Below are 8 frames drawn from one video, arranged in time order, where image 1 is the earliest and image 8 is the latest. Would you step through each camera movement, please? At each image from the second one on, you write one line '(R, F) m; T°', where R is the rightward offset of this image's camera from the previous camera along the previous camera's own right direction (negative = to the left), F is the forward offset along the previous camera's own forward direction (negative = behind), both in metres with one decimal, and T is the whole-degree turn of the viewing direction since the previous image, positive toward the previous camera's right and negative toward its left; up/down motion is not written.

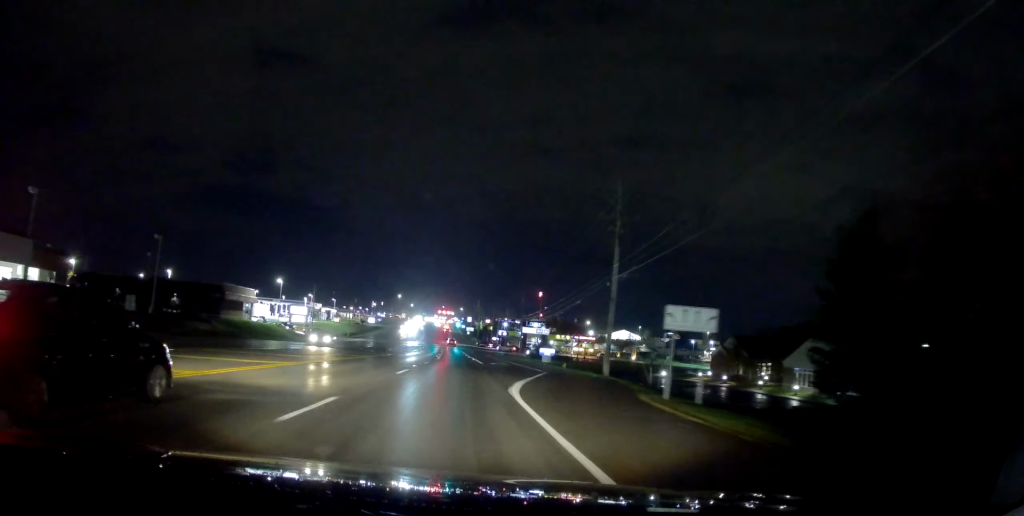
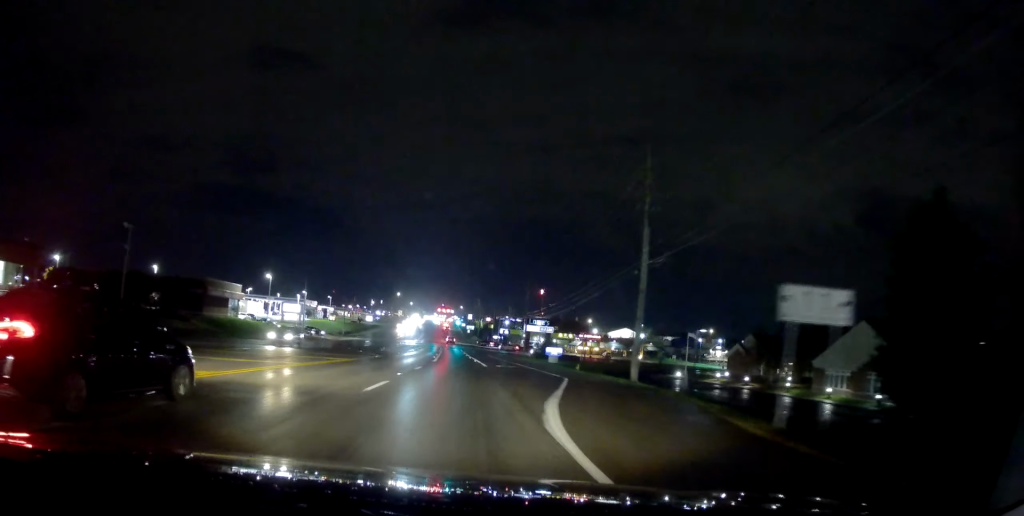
(+0.1, +7.0) m; +1°
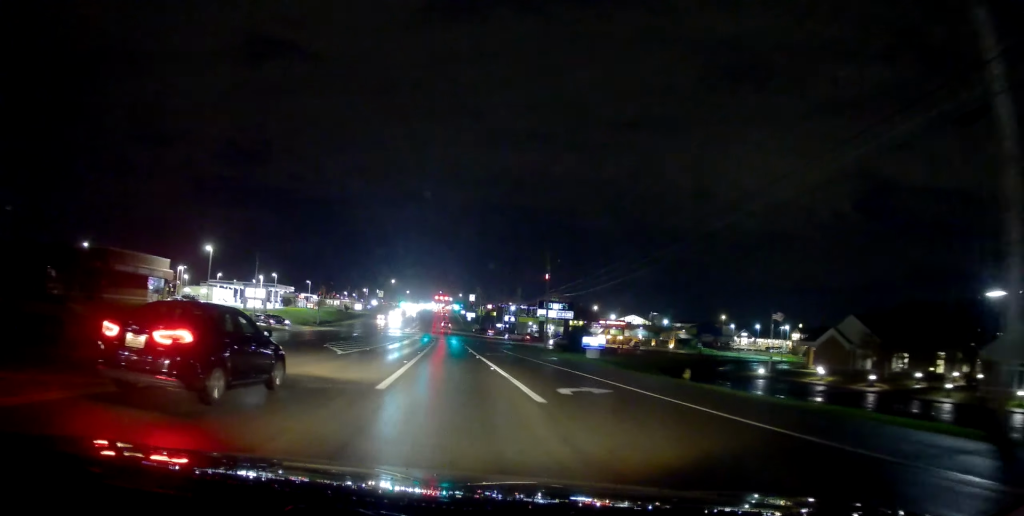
(0.0, +27.7) m; 0°
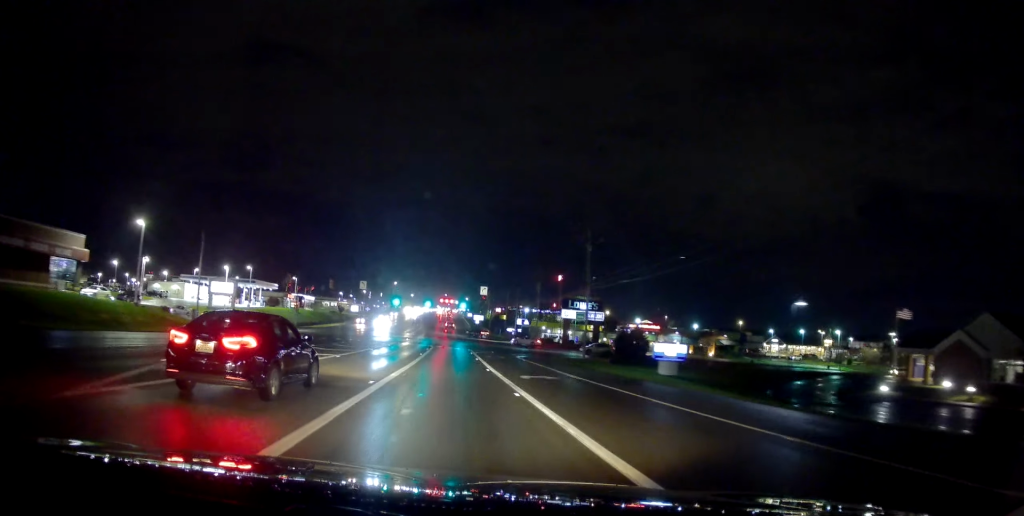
(+0.1, +21.4) m; 0°
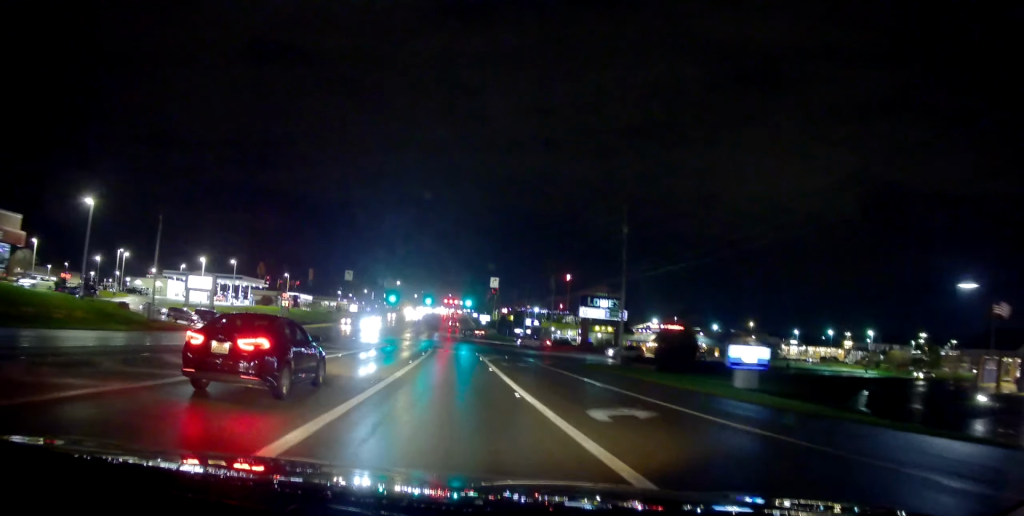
(0.0, +11.4) m; -1°
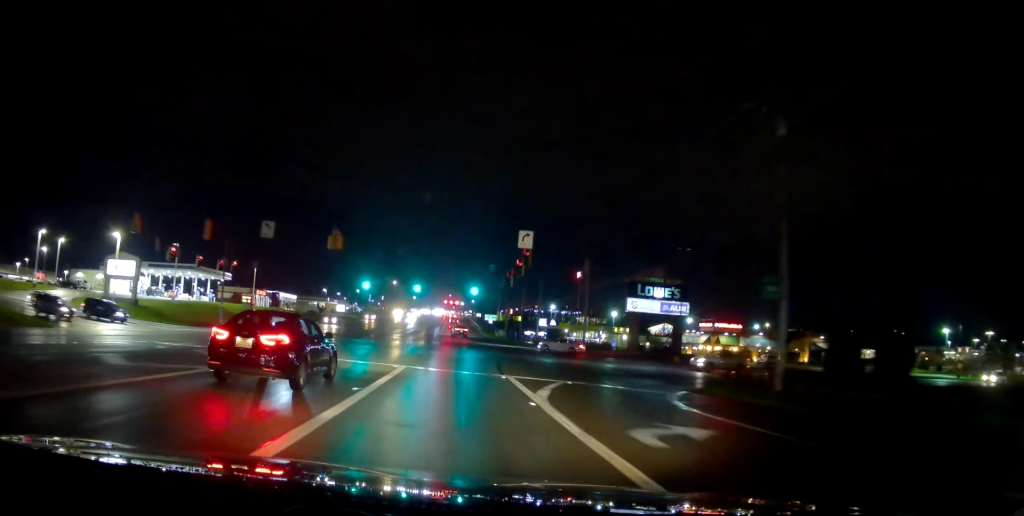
(-0.2, +25.9) m; 0°
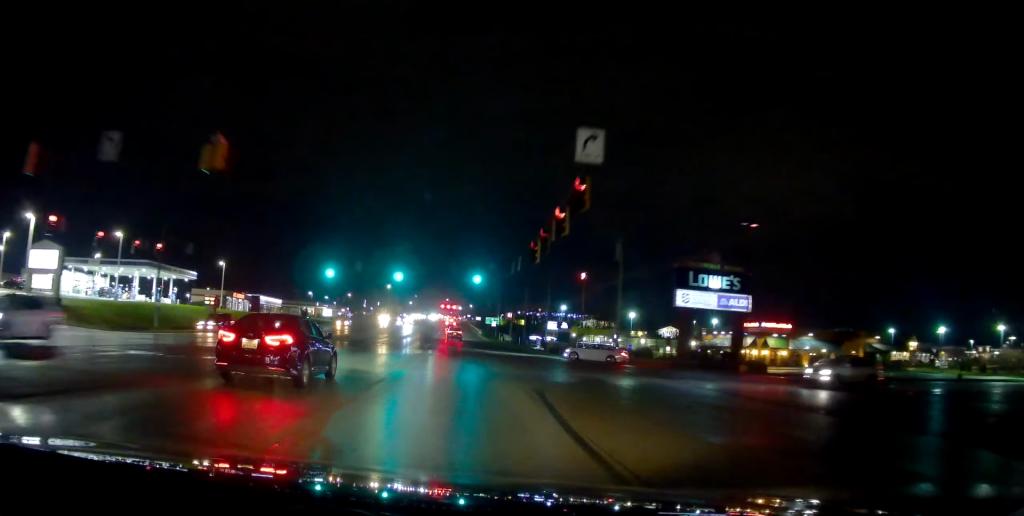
(+0.2, +16.3) m; 0°
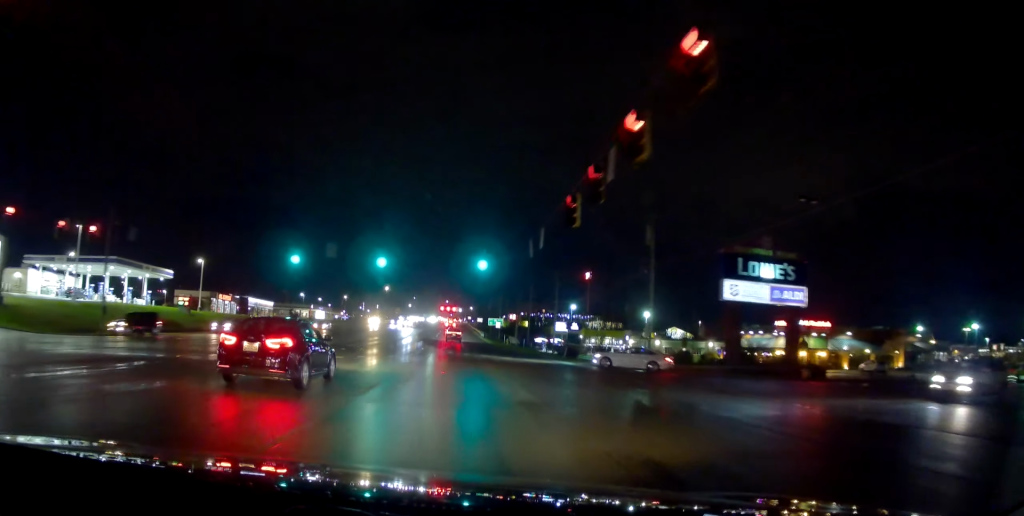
(+0.2, +9.6) m; -1°
